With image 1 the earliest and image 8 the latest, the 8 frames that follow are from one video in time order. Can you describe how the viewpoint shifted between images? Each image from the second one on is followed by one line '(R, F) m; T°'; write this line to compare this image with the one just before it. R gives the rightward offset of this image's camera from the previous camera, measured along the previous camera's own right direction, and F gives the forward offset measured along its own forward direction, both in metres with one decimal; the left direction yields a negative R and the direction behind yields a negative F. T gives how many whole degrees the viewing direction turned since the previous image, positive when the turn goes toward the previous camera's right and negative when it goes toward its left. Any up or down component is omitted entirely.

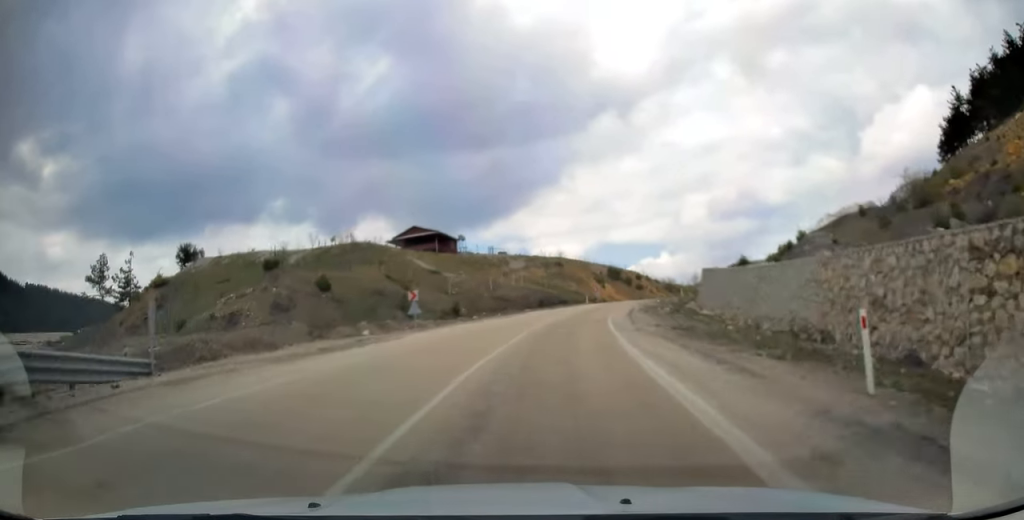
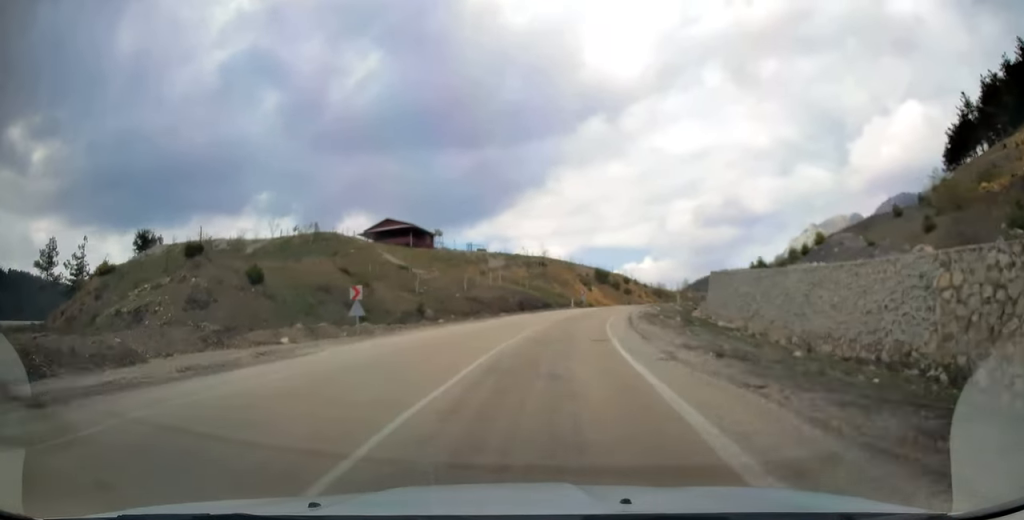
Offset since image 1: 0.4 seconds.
(+0.1, +7.6) m; +1°
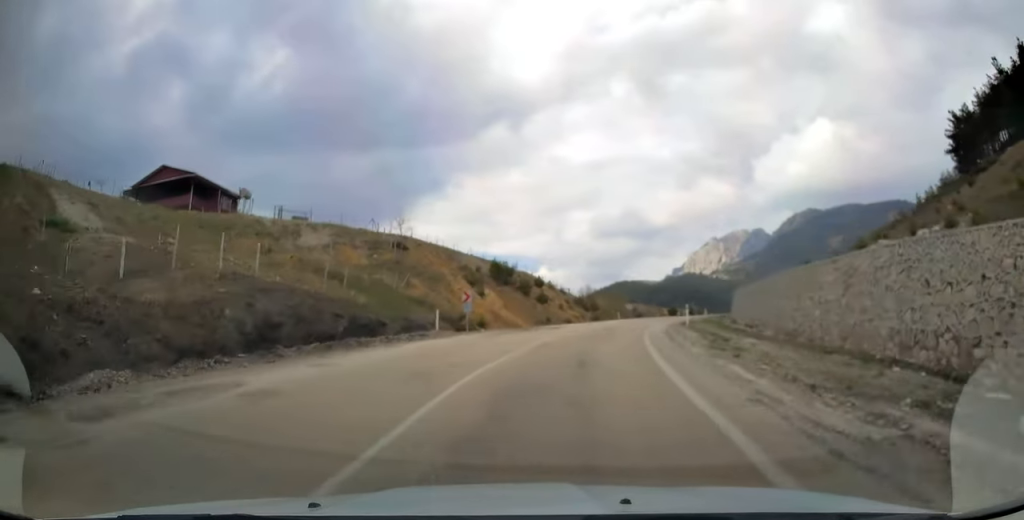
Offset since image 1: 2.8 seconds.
(+3.4, +39.4) m; +12°
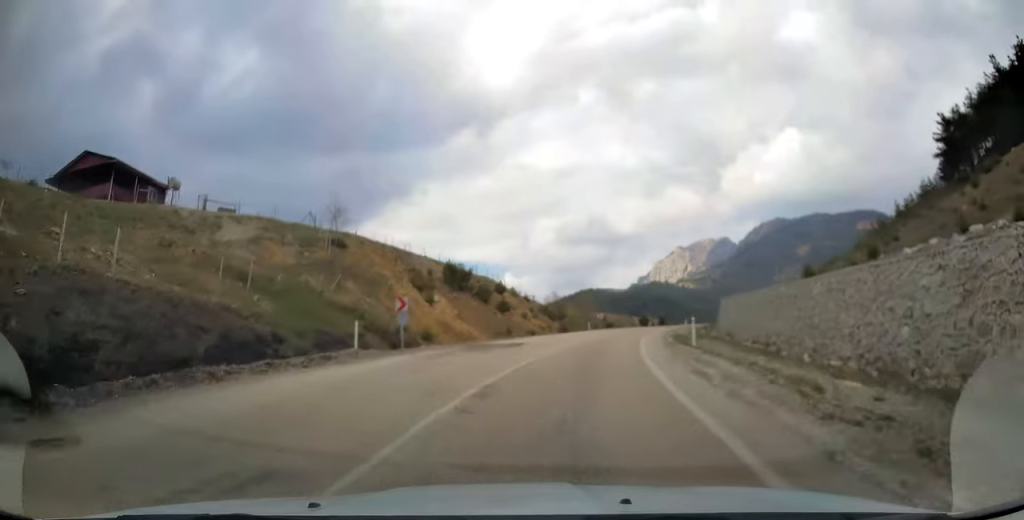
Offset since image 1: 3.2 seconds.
(+0.1, +7.8) m; +3°
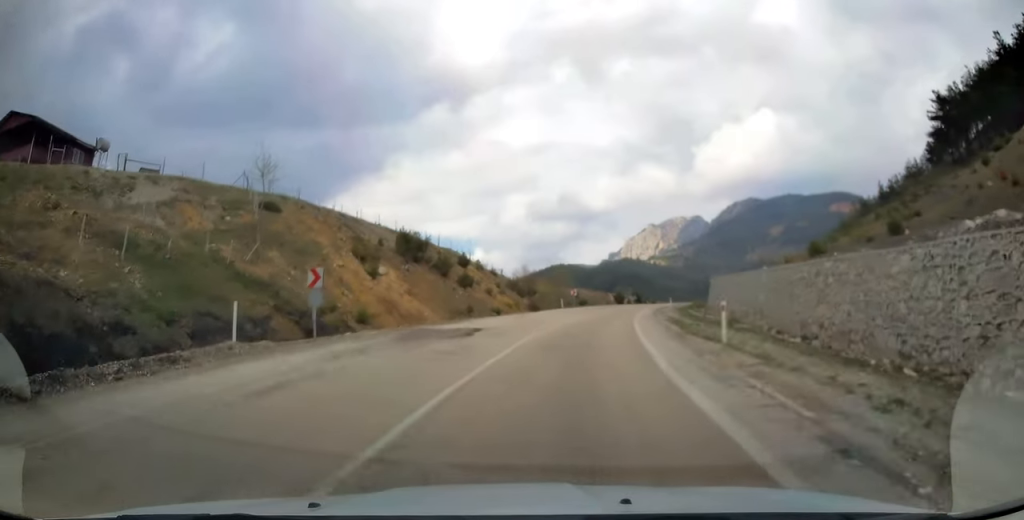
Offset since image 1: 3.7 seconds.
(+0.3, +7.1) m; +3°
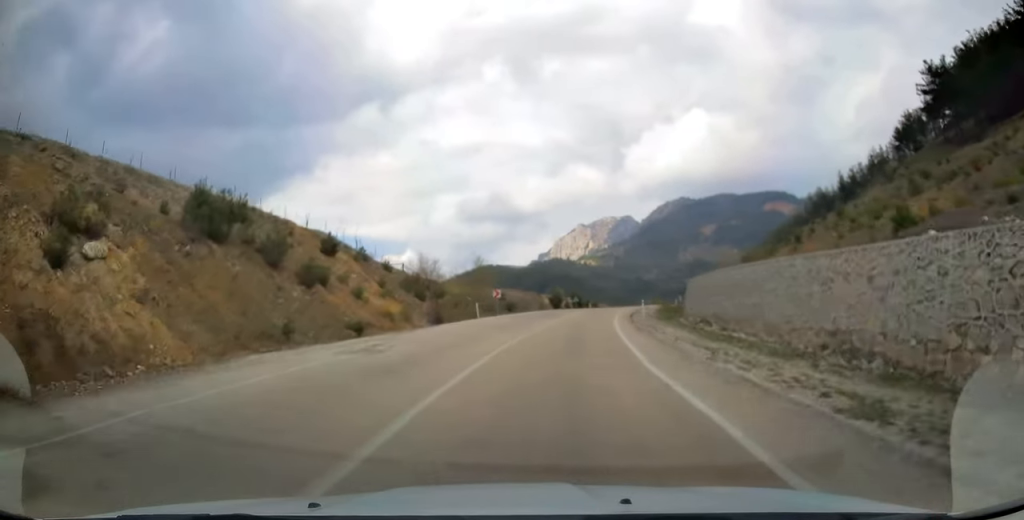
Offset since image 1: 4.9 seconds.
(+1.4, +20.6) m; +7°
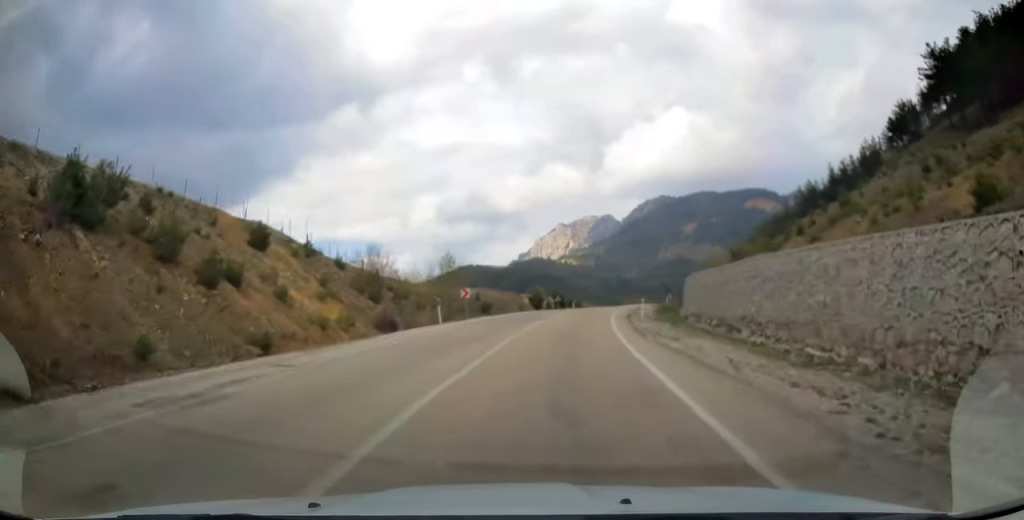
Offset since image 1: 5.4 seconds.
(+0.2, +7.6) m; +2°
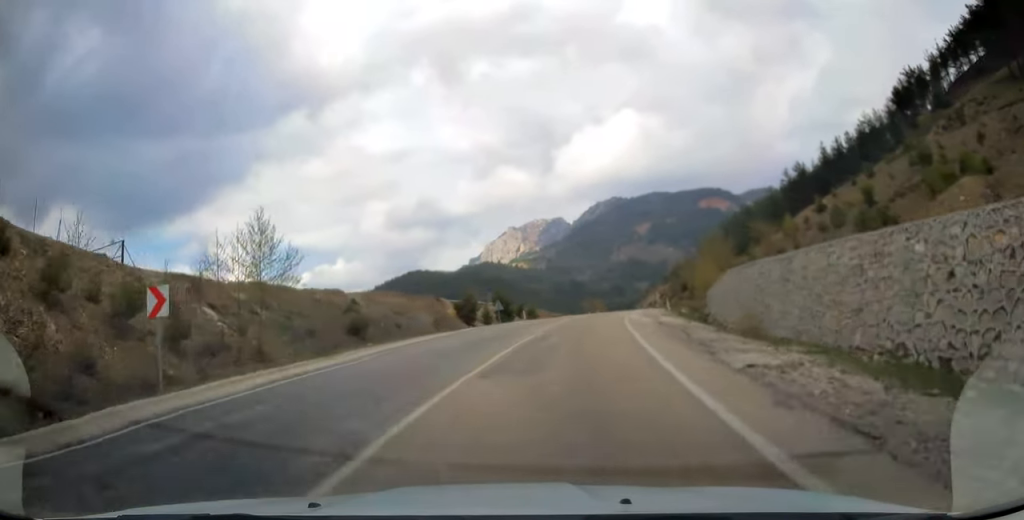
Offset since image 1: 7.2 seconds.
(+0.9, +29.1) m; +5°
